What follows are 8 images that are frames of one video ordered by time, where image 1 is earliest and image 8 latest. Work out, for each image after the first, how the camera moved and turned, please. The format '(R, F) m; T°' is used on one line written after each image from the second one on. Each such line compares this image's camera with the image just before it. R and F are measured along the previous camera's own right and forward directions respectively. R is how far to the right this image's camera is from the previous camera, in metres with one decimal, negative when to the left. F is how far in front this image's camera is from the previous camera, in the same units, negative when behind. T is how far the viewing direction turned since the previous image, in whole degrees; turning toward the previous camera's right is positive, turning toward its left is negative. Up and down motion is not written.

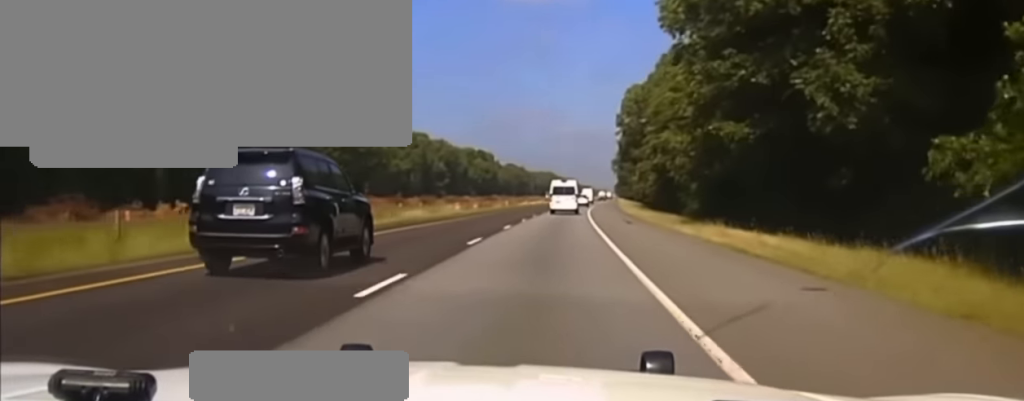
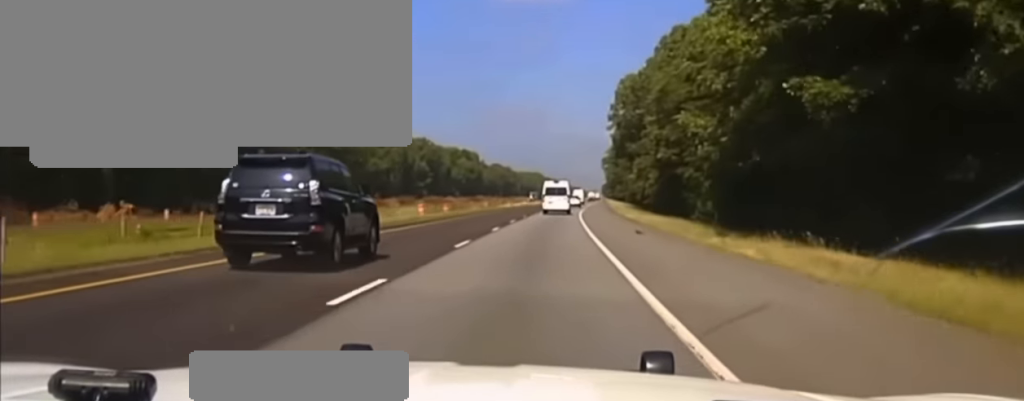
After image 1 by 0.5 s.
(-0.1, +12.9) m; +1°
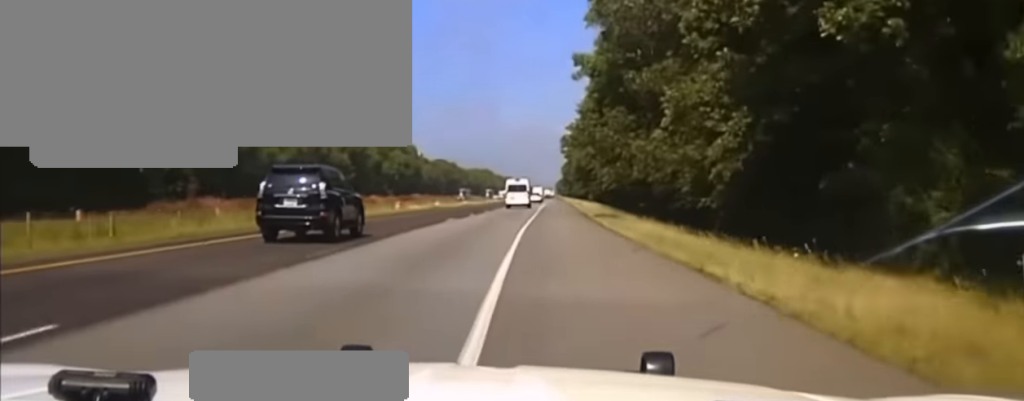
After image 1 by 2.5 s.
(+1.3, +52.3) m; +1°
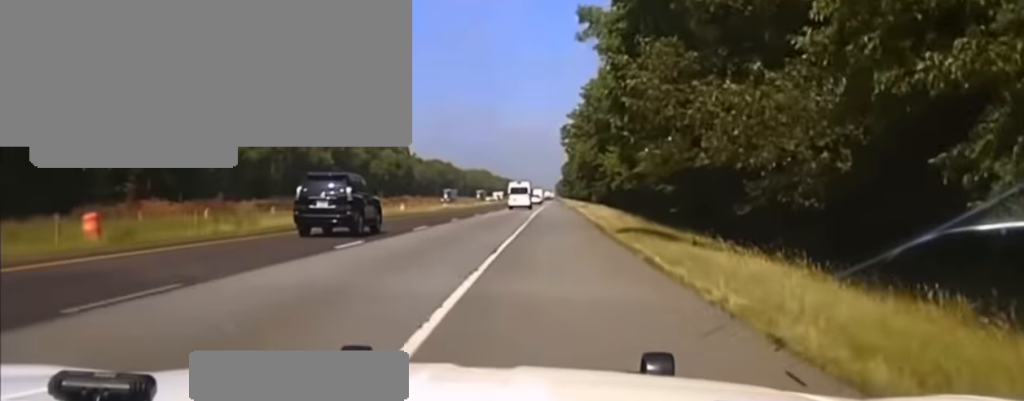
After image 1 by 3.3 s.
(0.0, +18.9) m; +1°
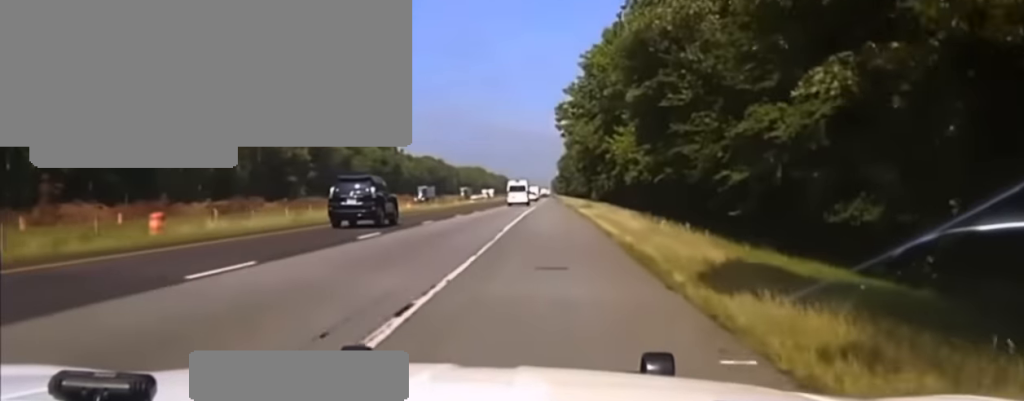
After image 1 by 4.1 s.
(+0.4, +18.3) m; 0°
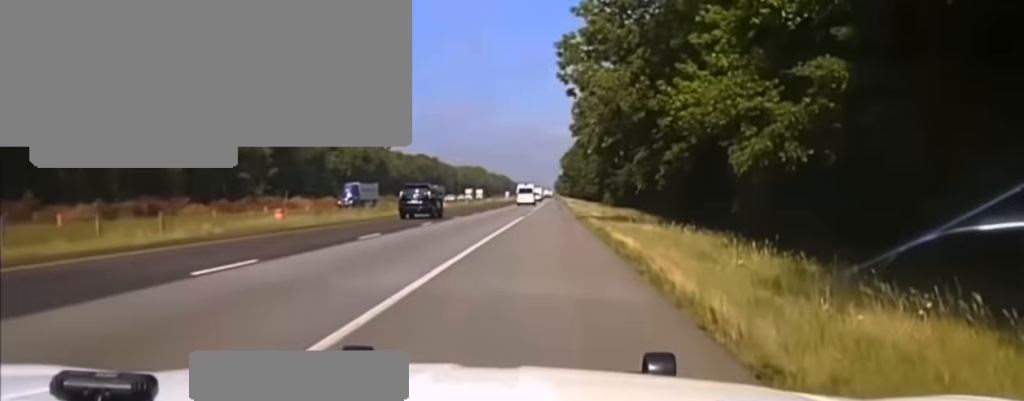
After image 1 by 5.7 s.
(-0.6, +32.3) m; -2°
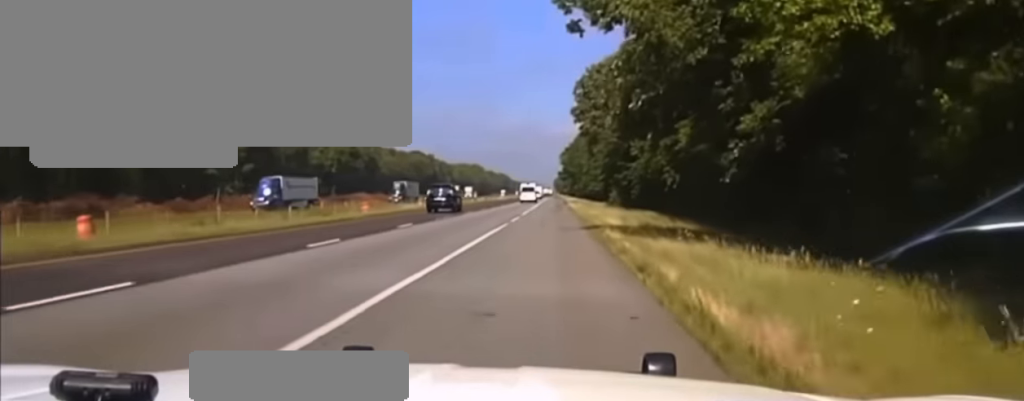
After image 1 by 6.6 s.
(0.0, +15.9) m; 0°
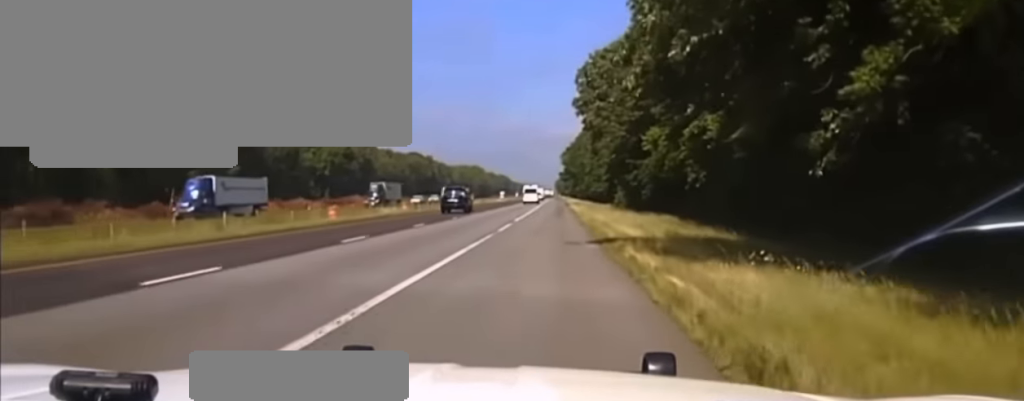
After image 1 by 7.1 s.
(0.0, +8.3) m; 0°
